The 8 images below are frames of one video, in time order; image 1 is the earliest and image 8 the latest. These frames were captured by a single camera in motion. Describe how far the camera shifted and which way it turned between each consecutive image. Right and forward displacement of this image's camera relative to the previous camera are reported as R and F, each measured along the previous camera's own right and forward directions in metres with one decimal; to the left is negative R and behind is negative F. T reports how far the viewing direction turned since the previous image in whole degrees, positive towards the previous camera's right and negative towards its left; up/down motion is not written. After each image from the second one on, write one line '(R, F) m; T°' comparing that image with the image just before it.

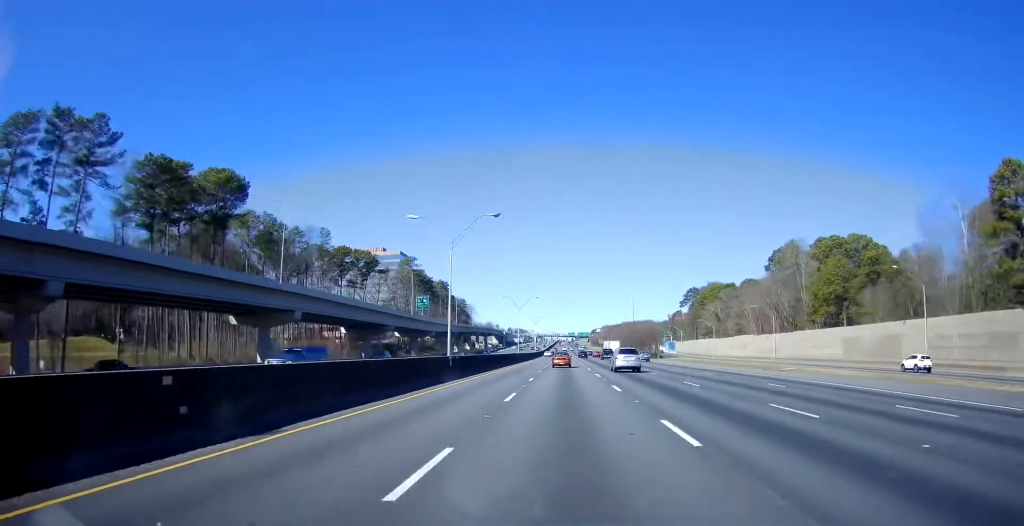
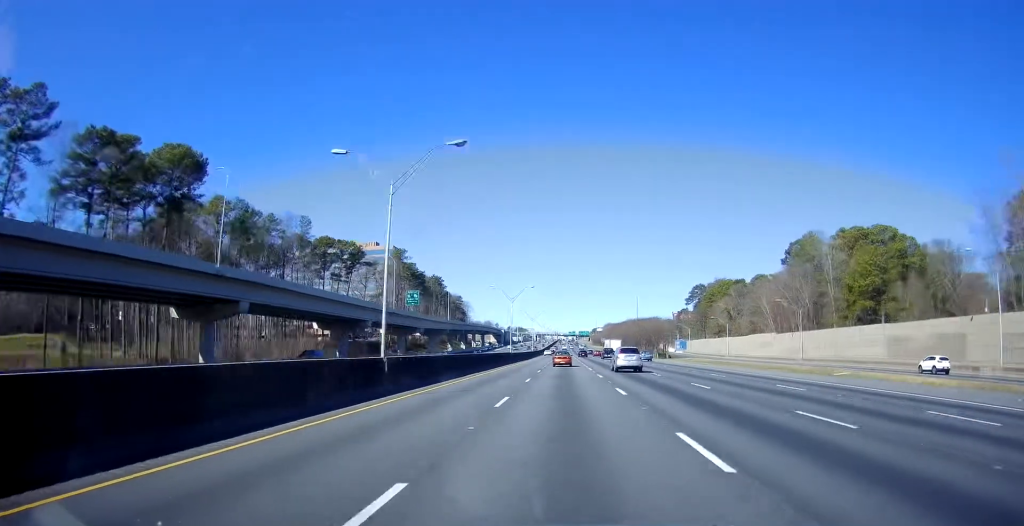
(0.0, +14.6) m; 0°
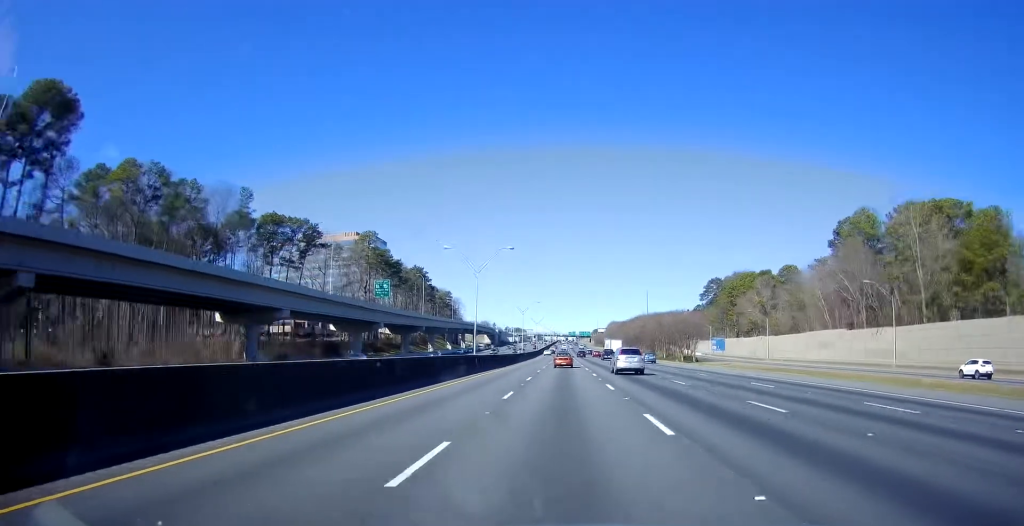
(+0.1, +33.1) m; 0°
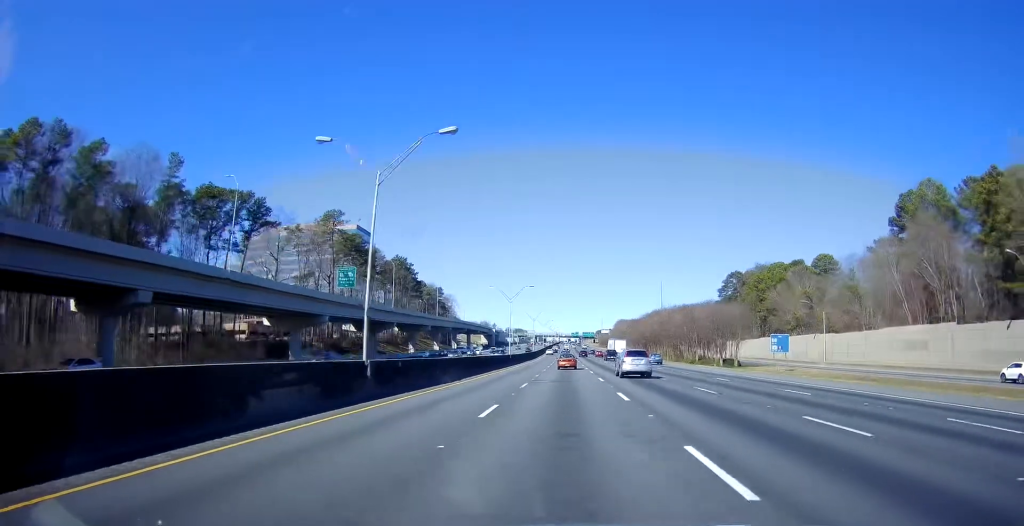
(-0.2, +28.6) m; 0°
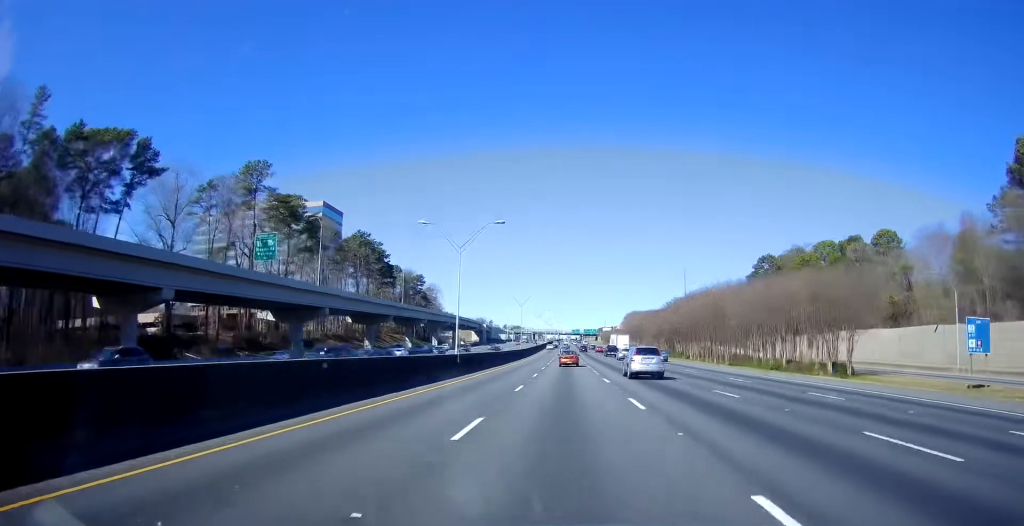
(0.0, +38.6) m; 0°
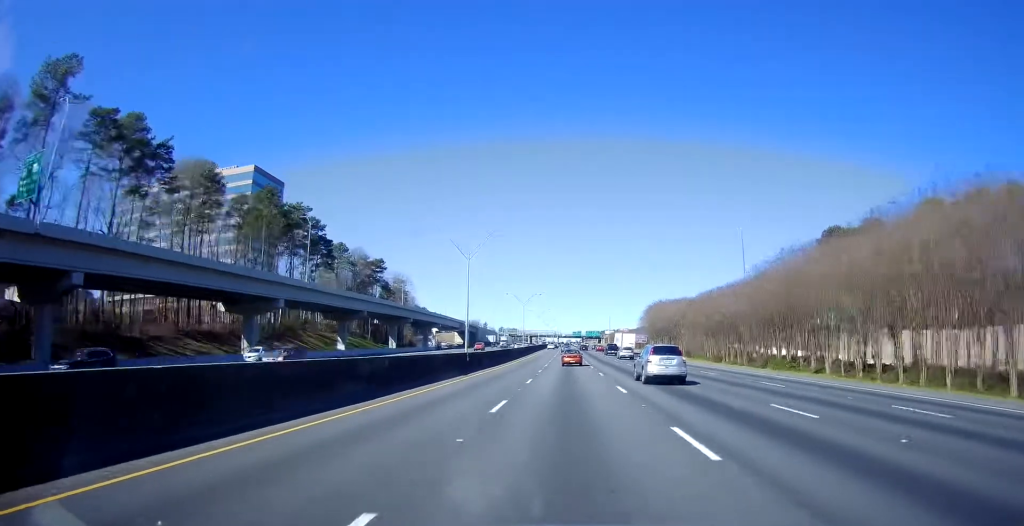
(+0.2, +54.1) m; 0°
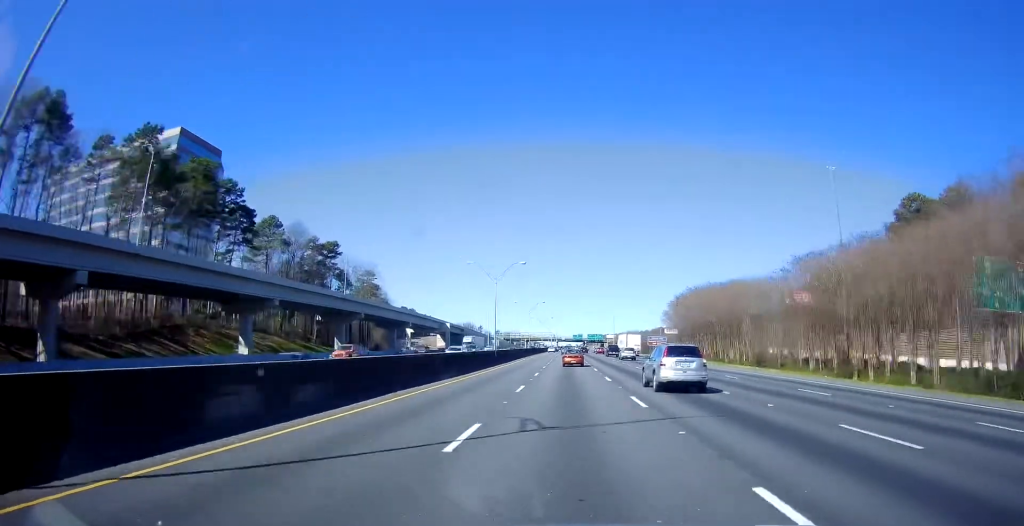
(-0.1, +38.7) m; 0°
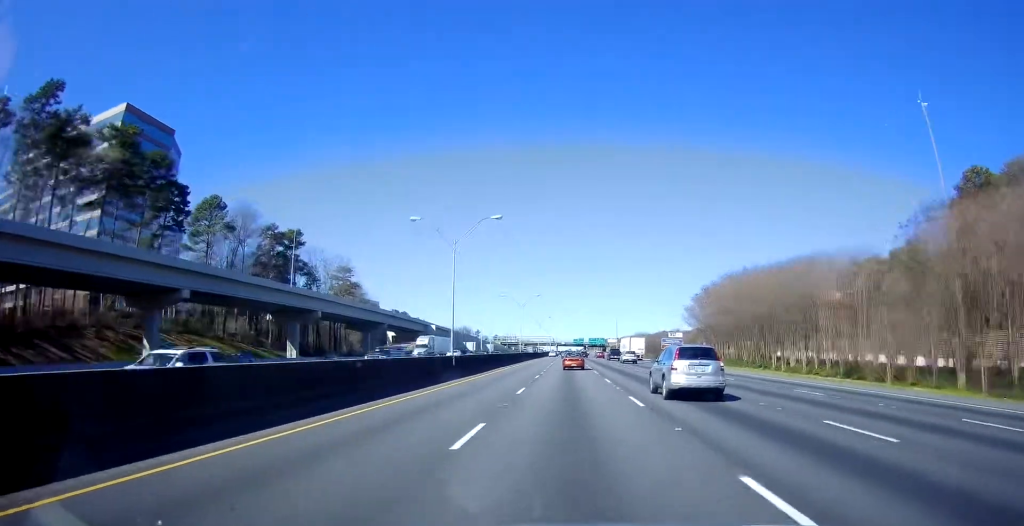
(0.0, +23.1) m; 0°
